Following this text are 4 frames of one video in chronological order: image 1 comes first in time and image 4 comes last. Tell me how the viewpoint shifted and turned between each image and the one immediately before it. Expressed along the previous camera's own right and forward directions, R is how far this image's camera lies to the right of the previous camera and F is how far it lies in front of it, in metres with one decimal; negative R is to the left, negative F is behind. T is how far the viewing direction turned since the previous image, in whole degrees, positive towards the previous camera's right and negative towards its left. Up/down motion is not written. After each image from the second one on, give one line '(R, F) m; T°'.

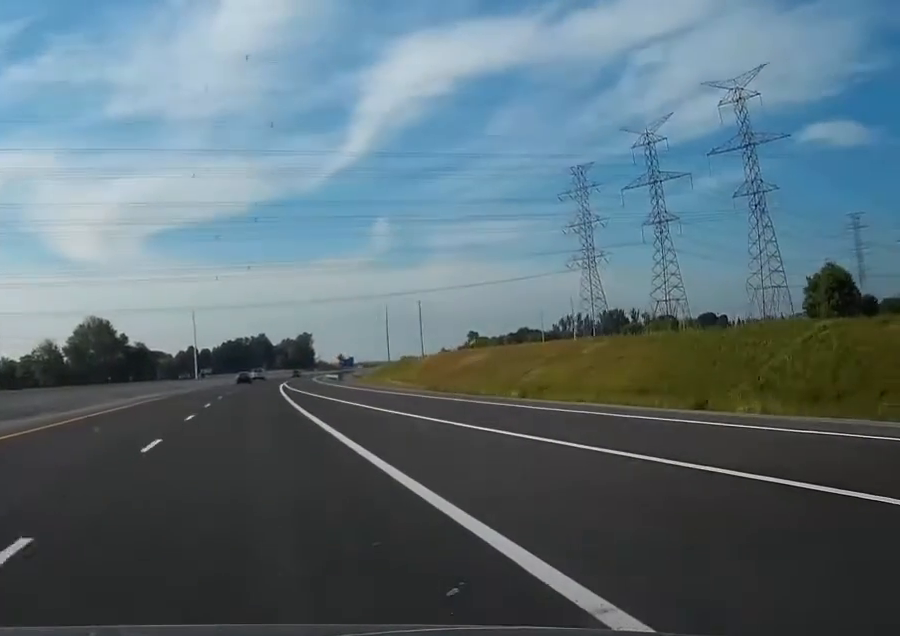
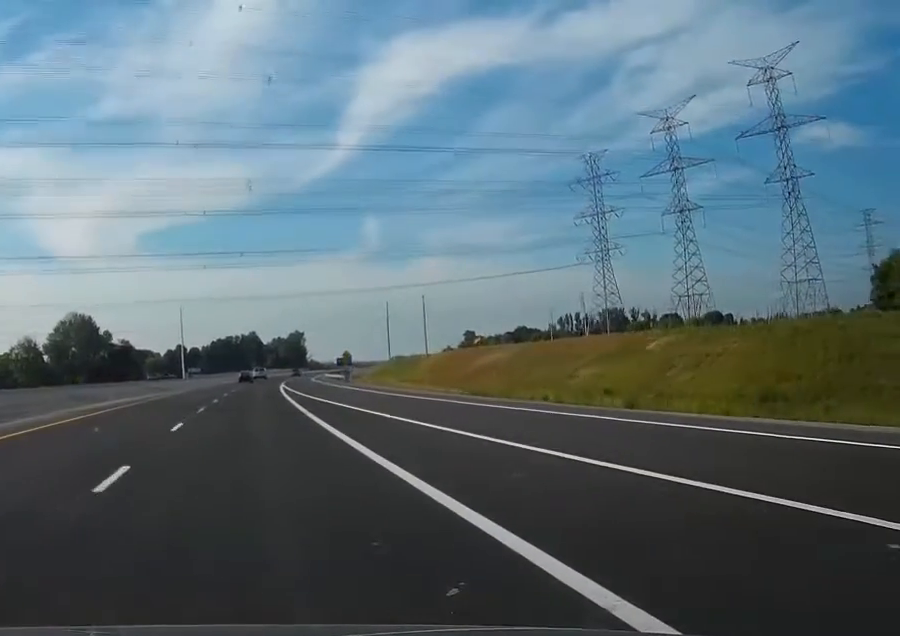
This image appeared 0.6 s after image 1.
(+0.1, +17.7) m; +1°
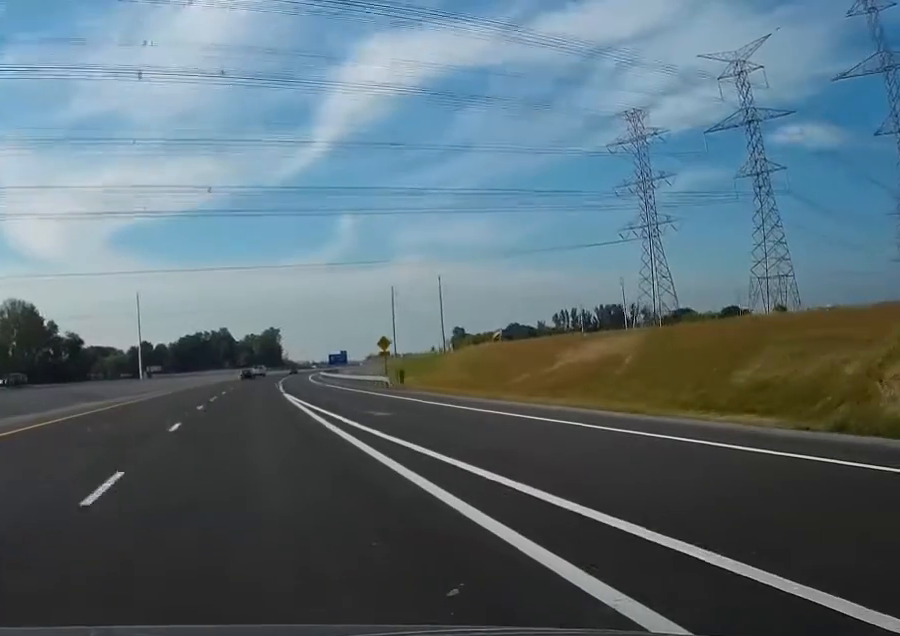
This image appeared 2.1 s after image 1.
(+0.9, +49.1) m; +1°
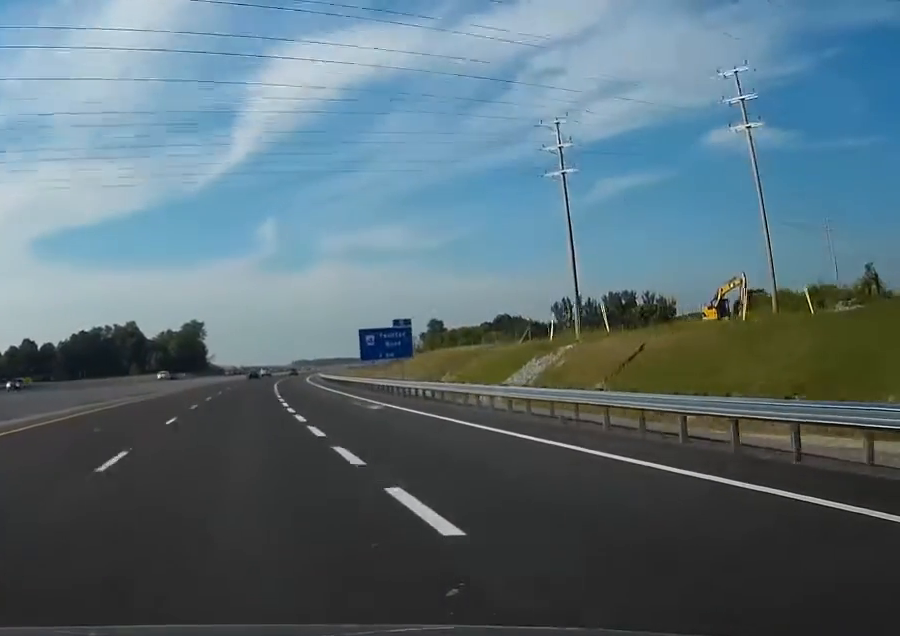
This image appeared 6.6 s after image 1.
(+8.8, +139.4) m; +6°
